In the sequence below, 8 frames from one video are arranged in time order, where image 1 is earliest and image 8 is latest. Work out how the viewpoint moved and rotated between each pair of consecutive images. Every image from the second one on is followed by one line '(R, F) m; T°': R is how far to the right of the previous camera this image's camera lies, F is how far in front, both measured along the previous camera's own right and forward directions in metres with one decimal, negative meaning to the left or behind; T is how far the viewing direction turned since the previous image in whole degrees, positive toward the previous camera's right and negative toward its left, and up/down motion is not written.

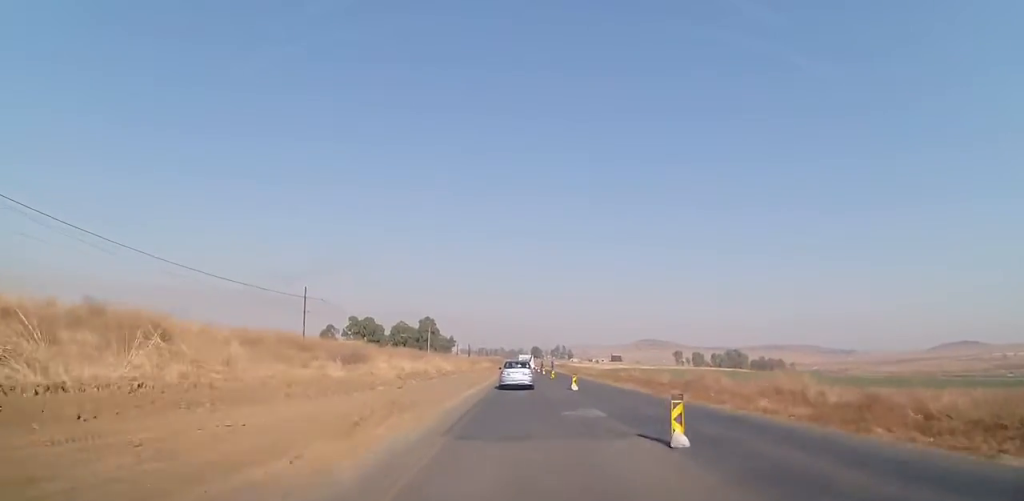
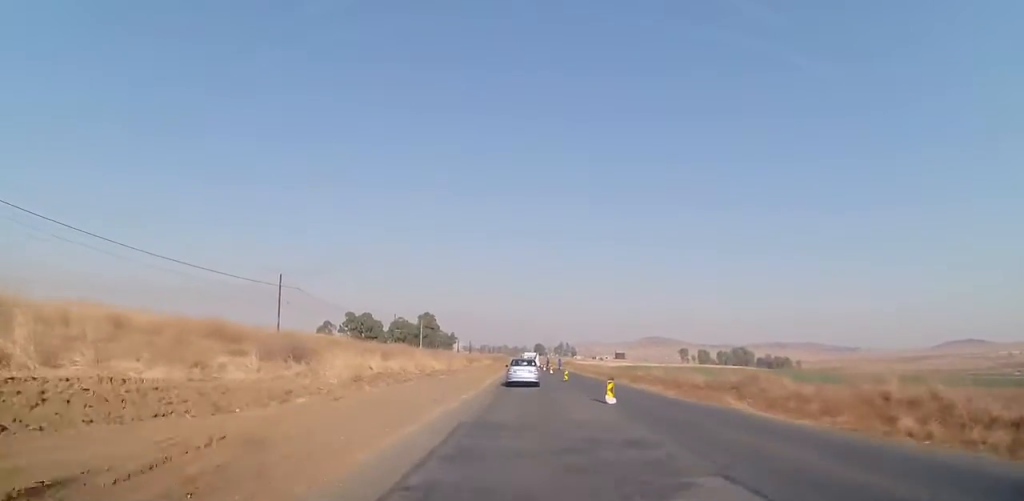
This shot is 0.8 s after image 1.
(0.0, +10.4) m; 0°
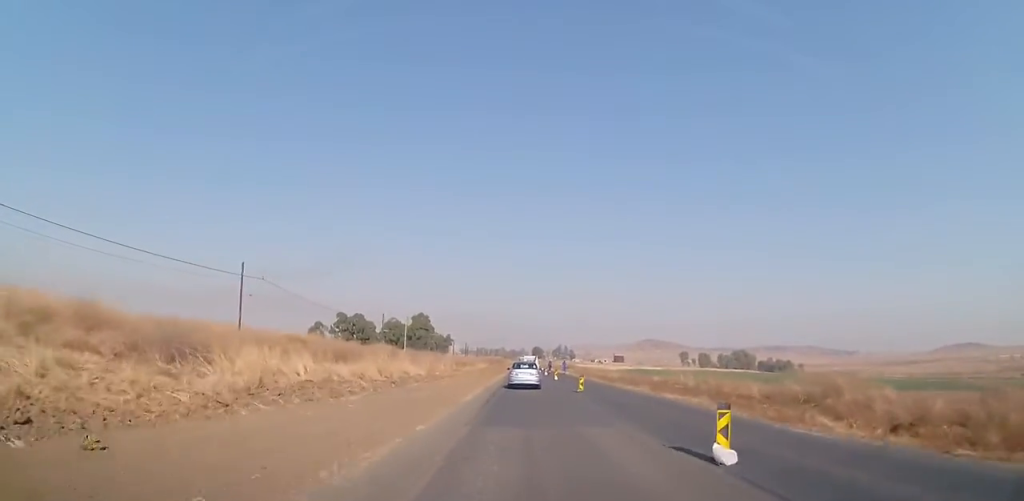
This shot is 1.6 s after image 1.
(0.0, +10.6) m; 0°
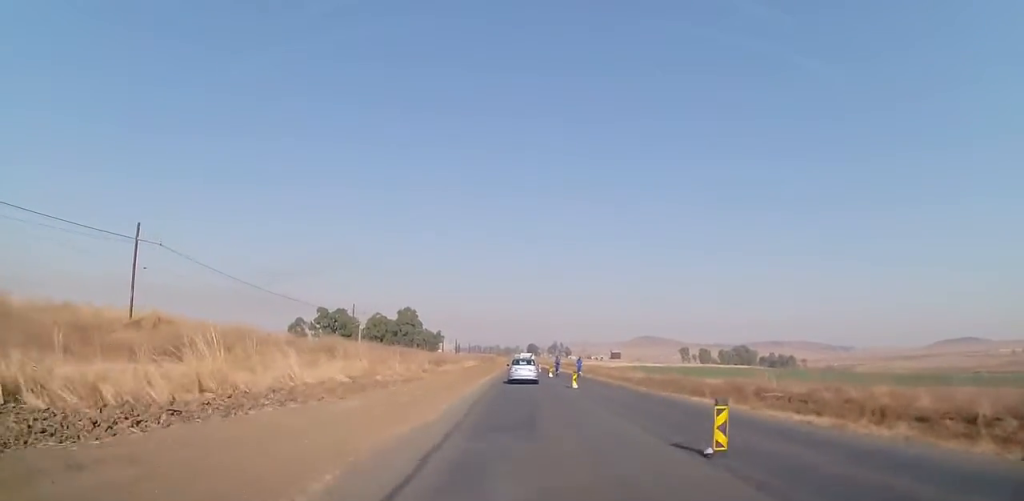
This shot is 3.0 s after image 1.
(-0.2, +19.6) m; -1°
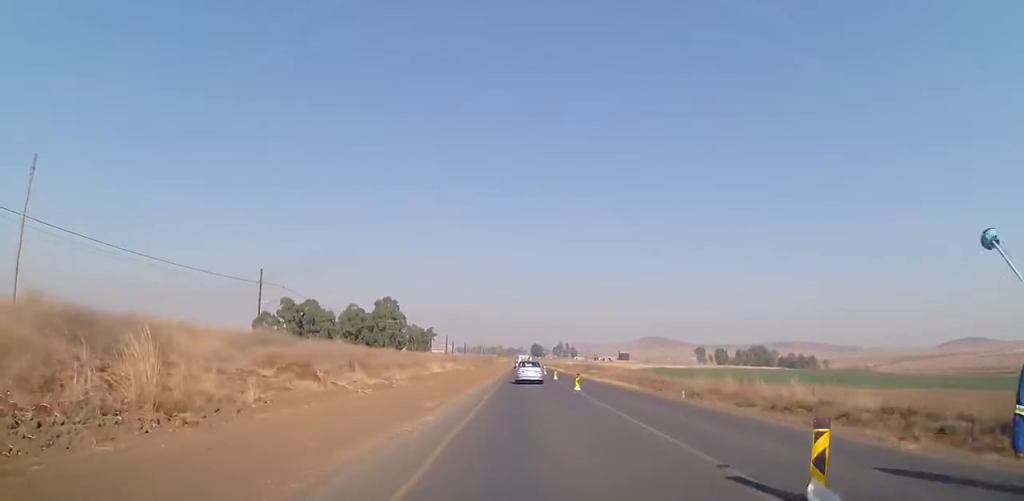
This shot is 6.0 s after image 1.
(+0.1, +42.5) m; +1°
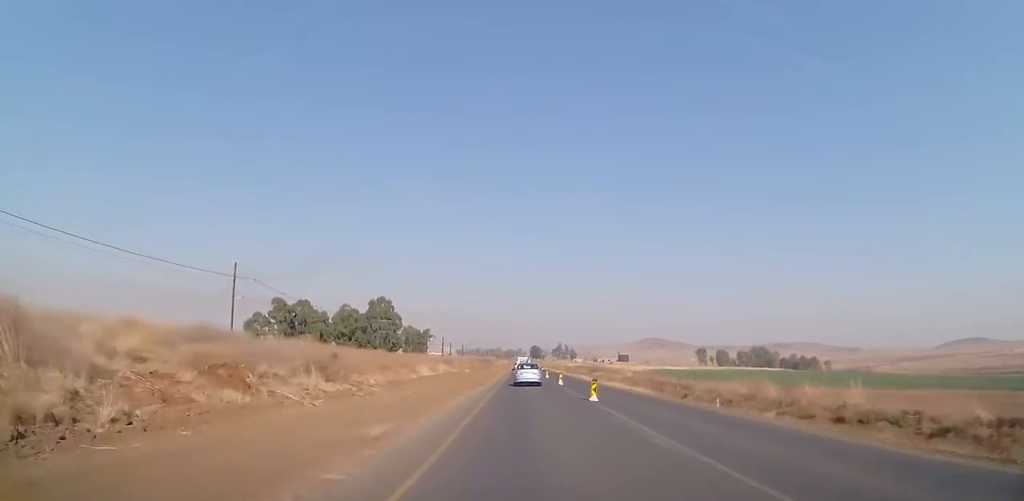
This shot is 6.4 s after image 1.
(0.0, +6.5) m; 0°
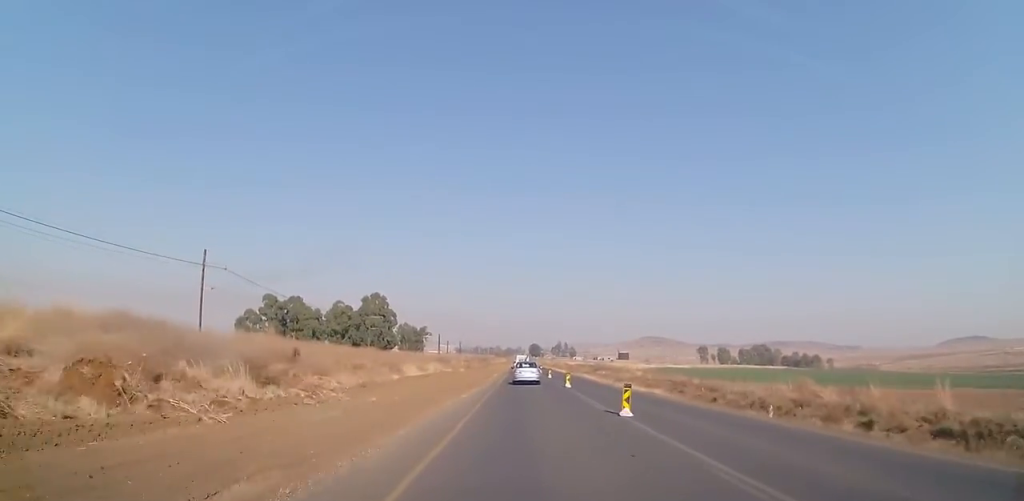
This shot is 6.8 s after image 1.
(0.0, +6.6) m; 0°
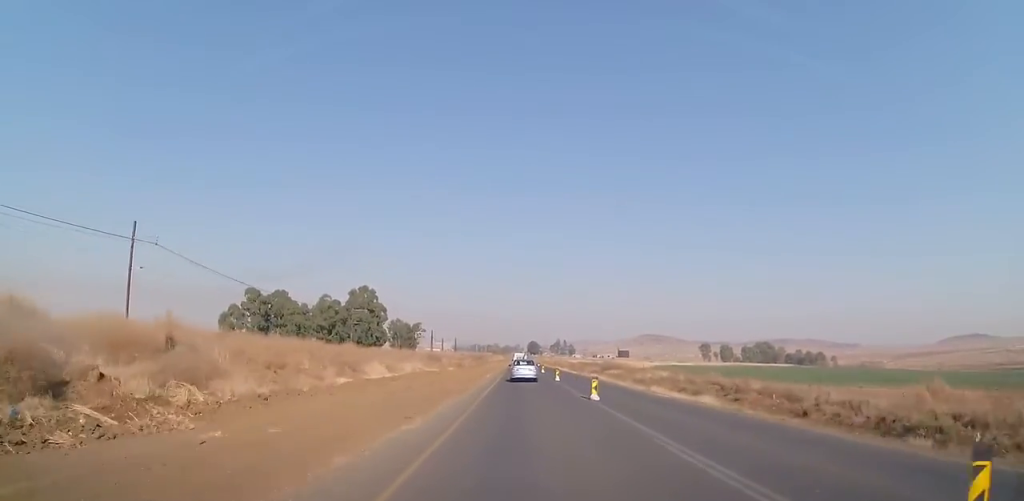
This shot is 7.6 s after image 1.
(0.0, +11.8) m; 0°
